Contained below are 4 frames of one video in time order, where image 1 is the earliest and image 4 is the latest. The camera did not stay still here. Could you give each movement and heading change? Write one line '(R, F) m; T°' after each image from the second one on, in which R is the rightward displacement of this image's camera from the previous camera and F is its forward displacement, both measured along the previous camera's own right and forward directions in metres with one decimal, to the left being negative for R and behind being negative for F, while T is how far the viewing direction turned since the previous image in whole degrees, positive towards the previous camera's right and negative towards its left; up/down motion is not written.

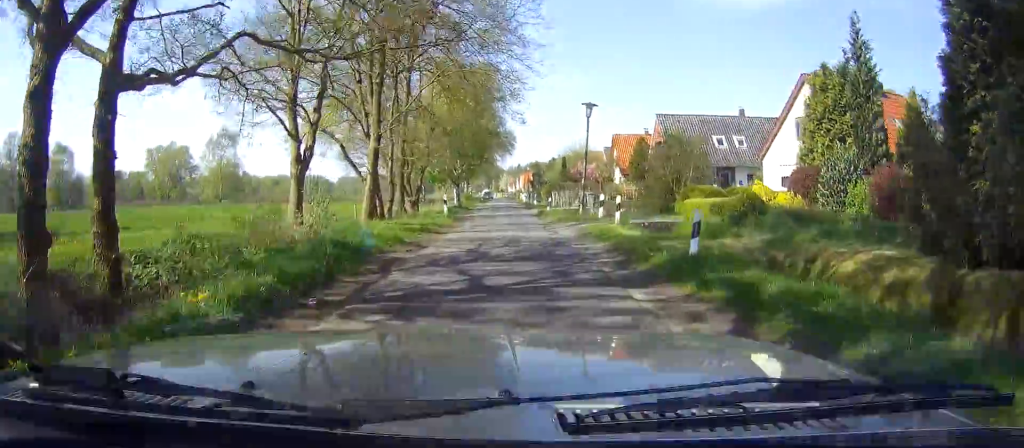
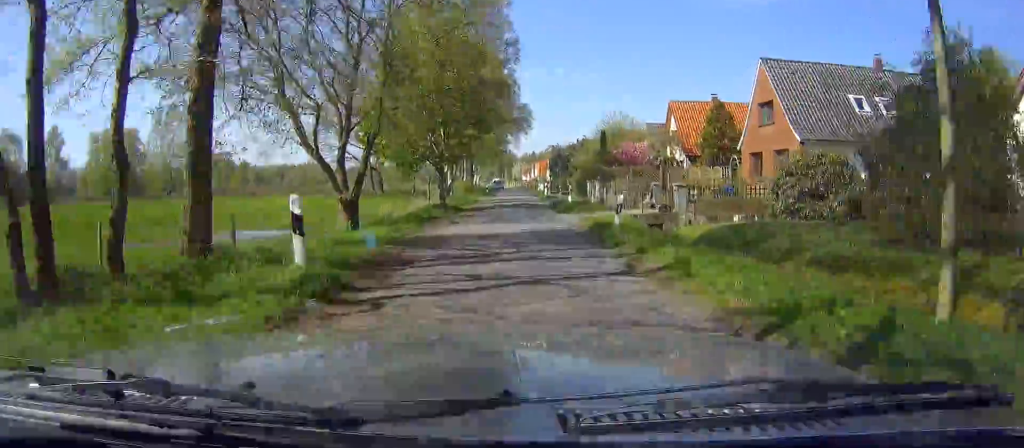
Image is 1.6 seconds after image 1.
(-0.3, +20.3) m; -1°
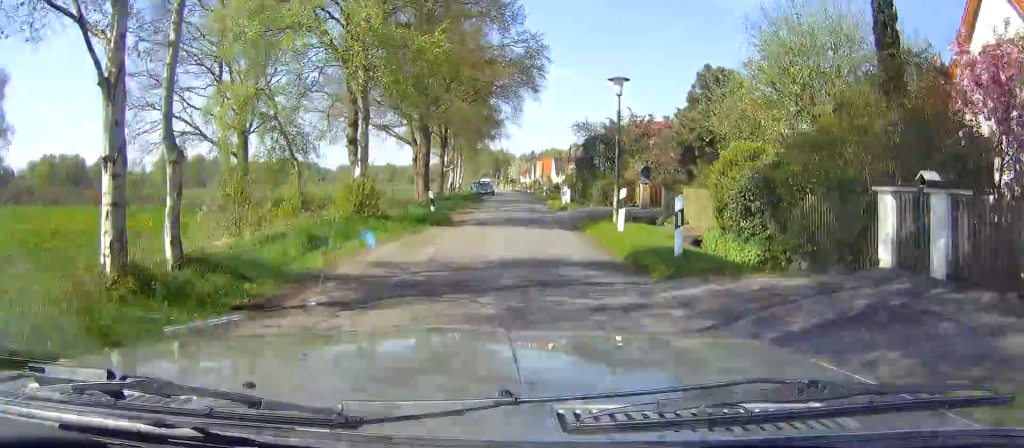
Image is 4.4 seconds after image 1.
(+0.3, +38.1) m; +2°
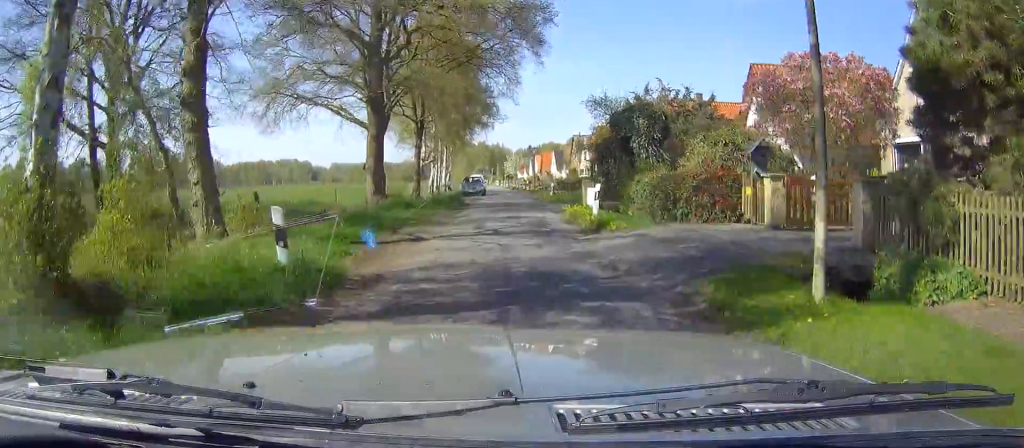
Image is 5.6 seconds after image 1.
(+0.2, +13.9) m; 0°
